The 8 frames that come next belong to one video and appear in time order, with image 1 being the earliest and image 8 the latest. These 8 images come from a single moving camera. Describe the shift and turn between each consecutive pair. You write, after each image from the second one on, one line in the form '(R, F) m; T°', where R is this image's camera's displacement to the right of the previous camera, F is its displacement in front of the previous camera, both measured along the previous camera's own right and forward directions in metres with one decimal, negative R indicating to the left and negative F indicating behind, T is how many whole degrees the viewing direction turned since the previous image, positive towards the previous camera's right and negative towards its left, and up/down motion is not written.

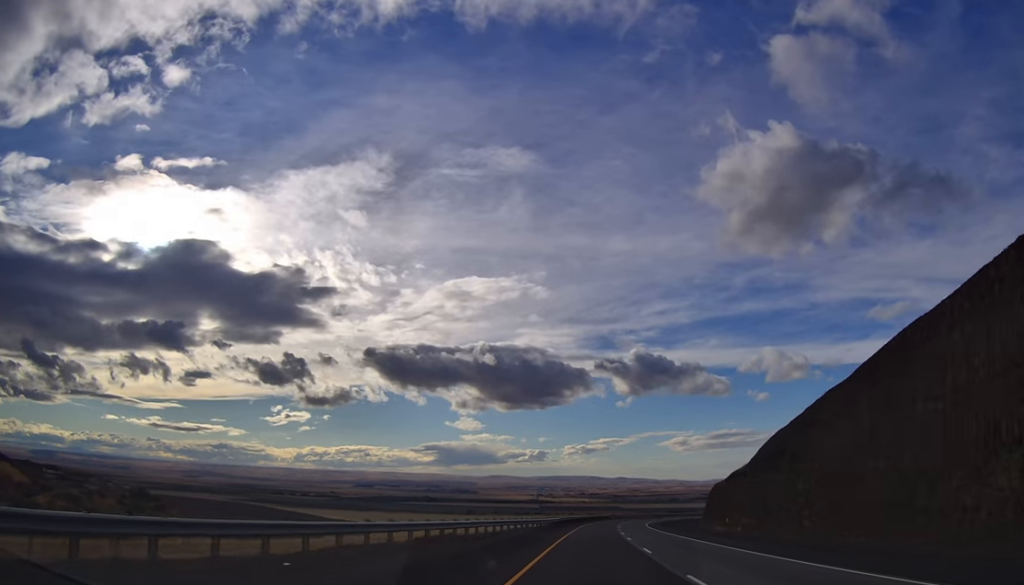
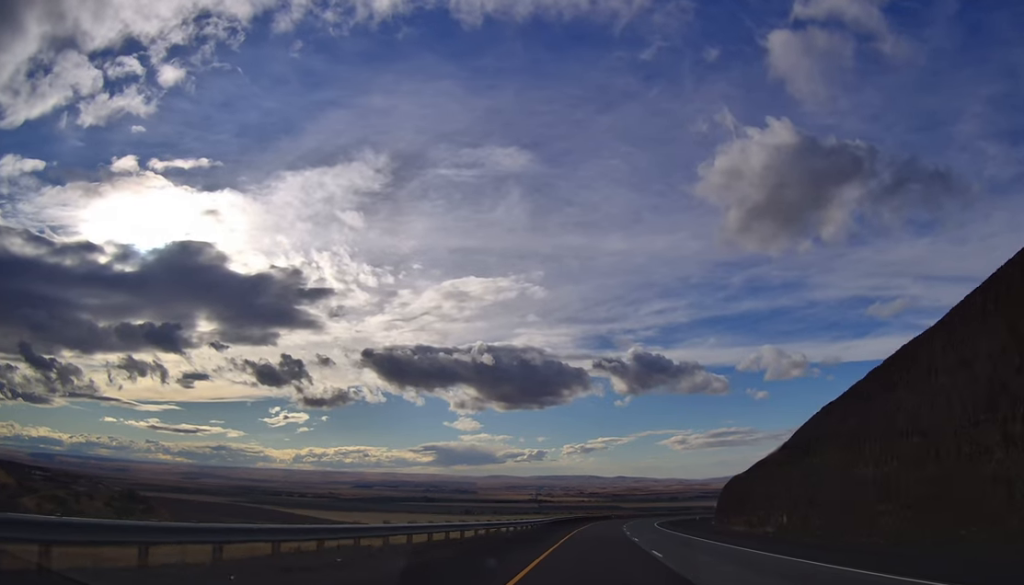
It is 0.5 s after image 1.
(0.0, +14.7) m; 0°
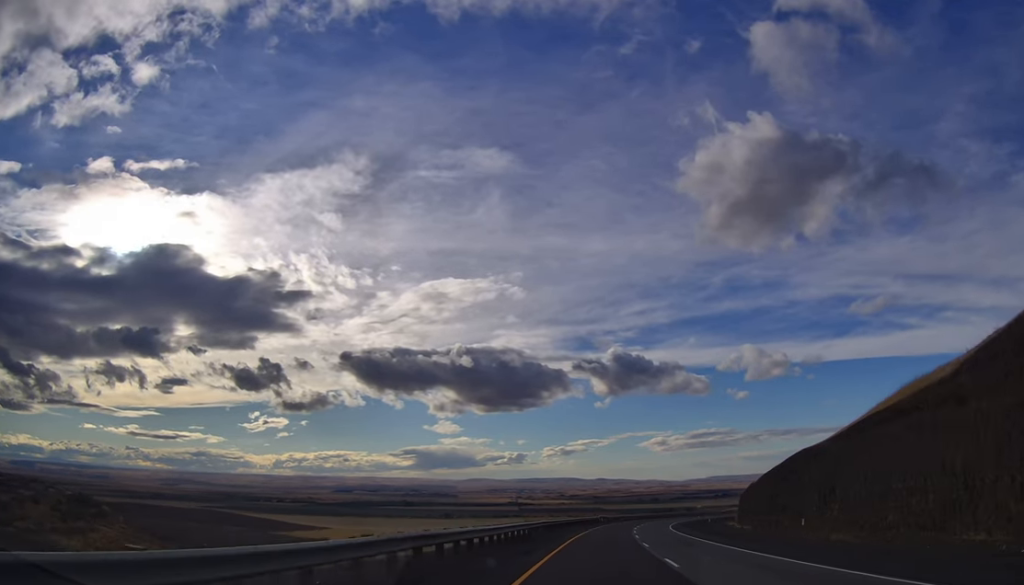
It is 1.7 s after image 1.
(-0.1, +40.1) m; -1°
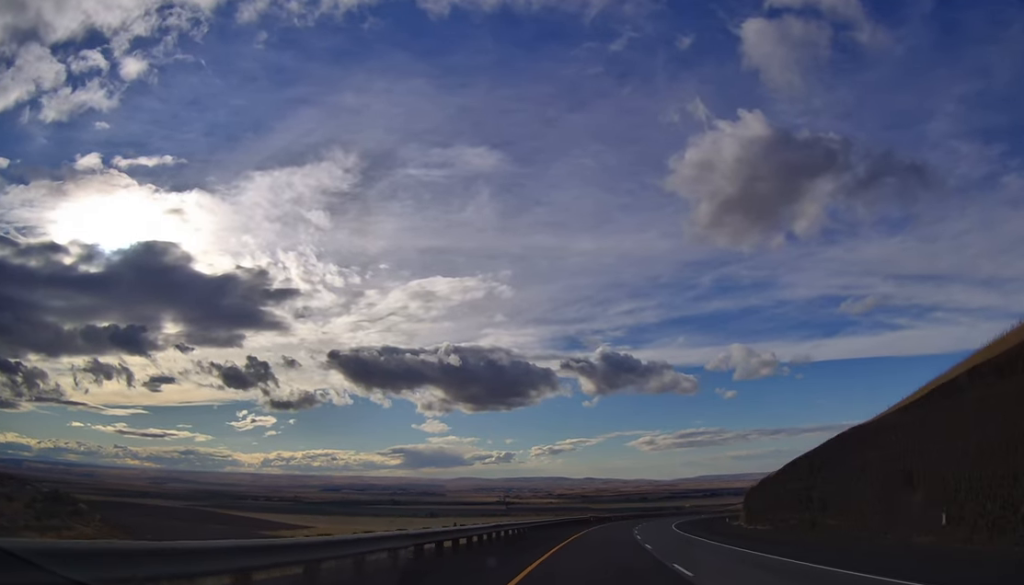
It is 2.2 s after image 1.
(-0.3, +14.9) m; +1°
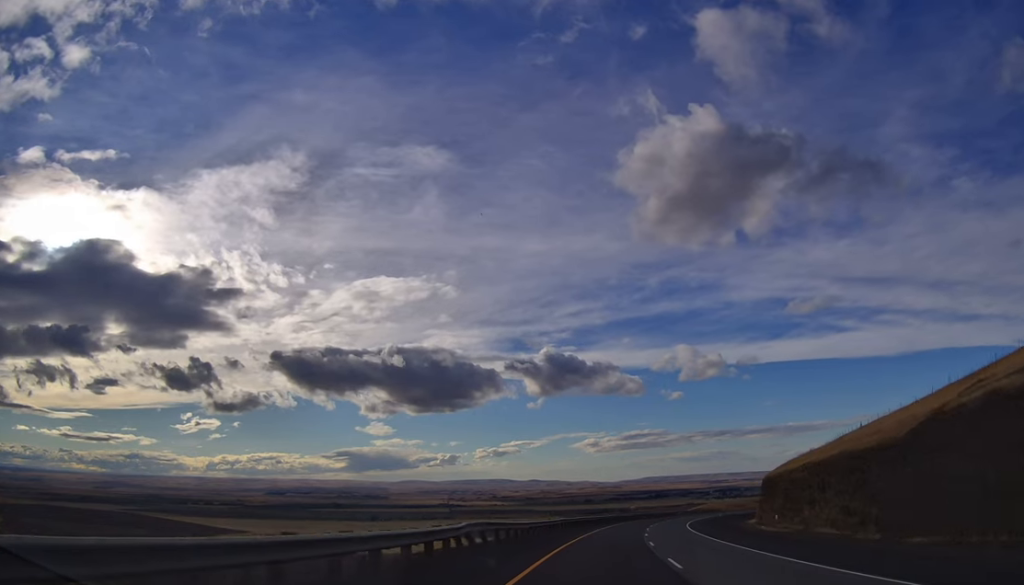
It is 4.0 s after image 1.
(+2.4, +58.0) m; +4°
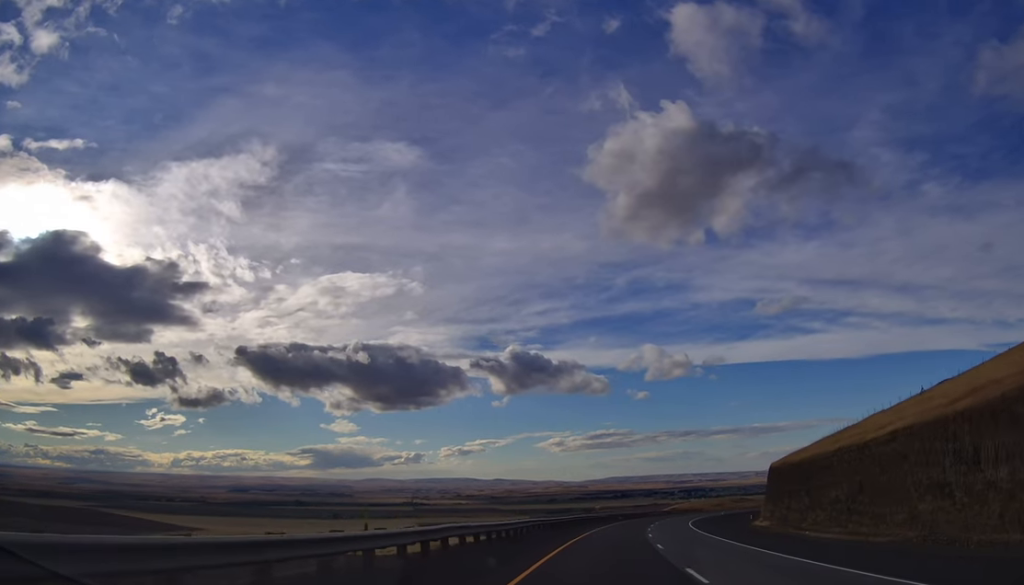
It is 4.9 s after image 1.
(+0.2, +29.0) m; +2°
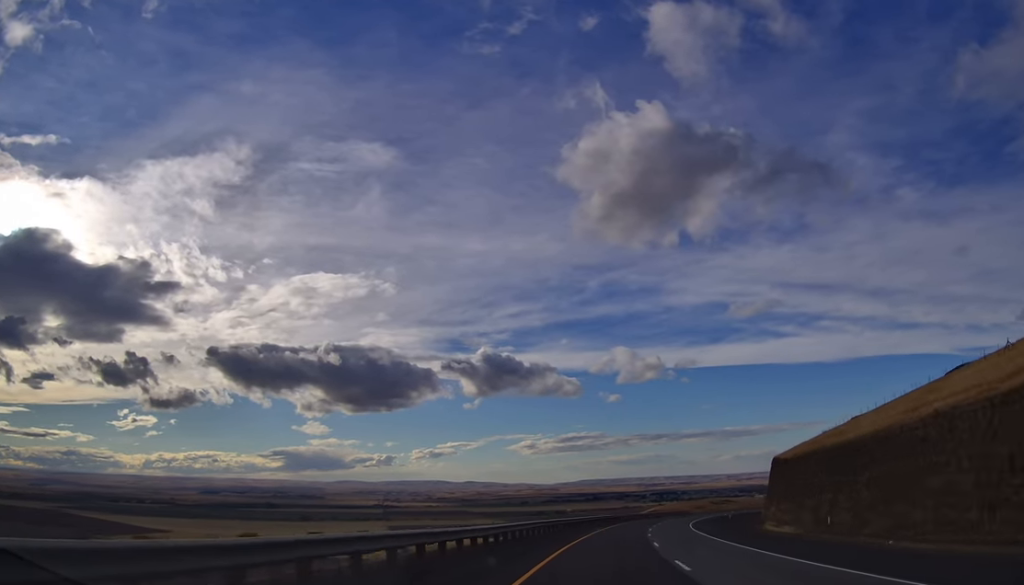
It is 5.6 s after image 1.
(0.0, +21.5) m; +3°
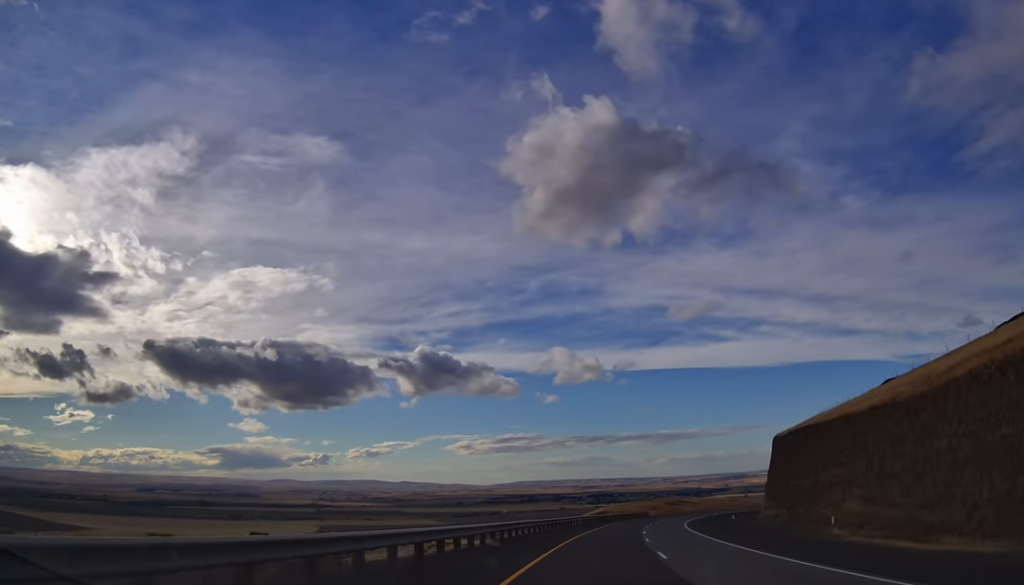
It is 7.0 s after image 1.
(+2.7, +45.0) m; +5°
